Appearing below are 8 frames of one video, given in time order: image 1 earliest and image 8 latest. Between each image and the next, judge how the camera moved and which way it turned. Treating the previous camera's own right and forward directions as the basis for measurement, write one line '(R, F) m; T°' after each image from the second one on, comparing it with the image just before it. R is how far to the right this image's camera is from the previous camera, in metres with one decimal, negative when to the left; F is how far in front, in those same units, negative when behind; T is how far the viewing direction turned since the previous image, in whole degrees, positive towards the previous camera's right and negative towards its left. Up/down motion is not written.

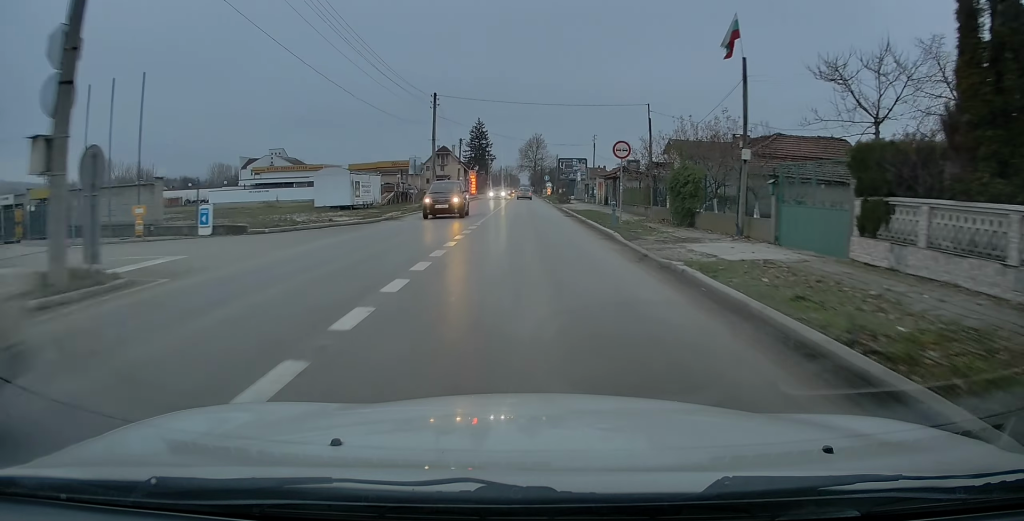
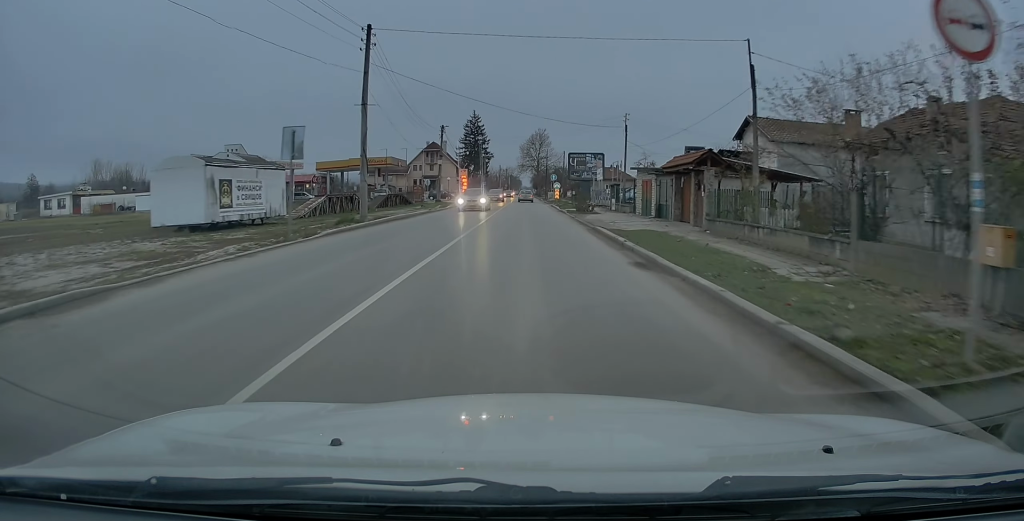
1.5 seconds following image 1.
(-0.1, +20.0) m; -1°
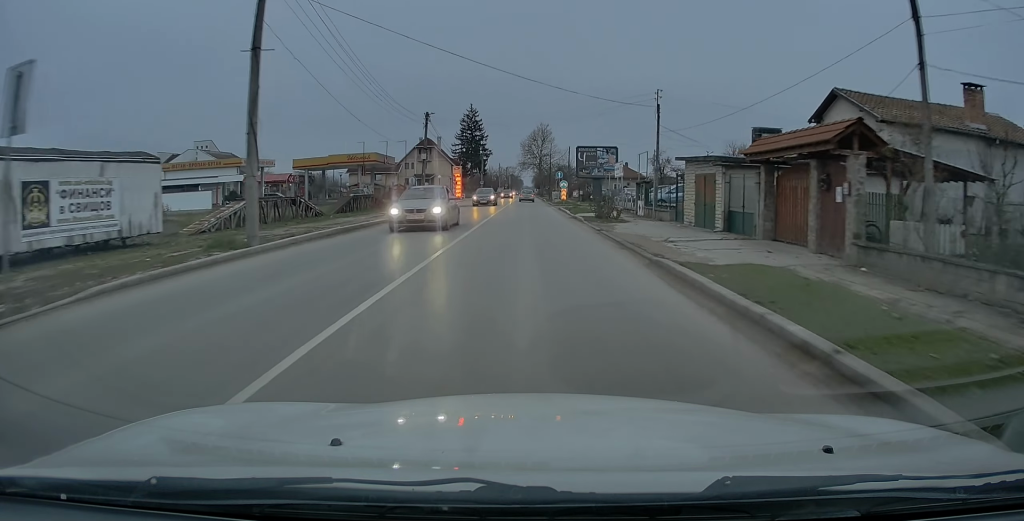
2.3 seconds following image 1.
(0.0, +10.8) m; 0°
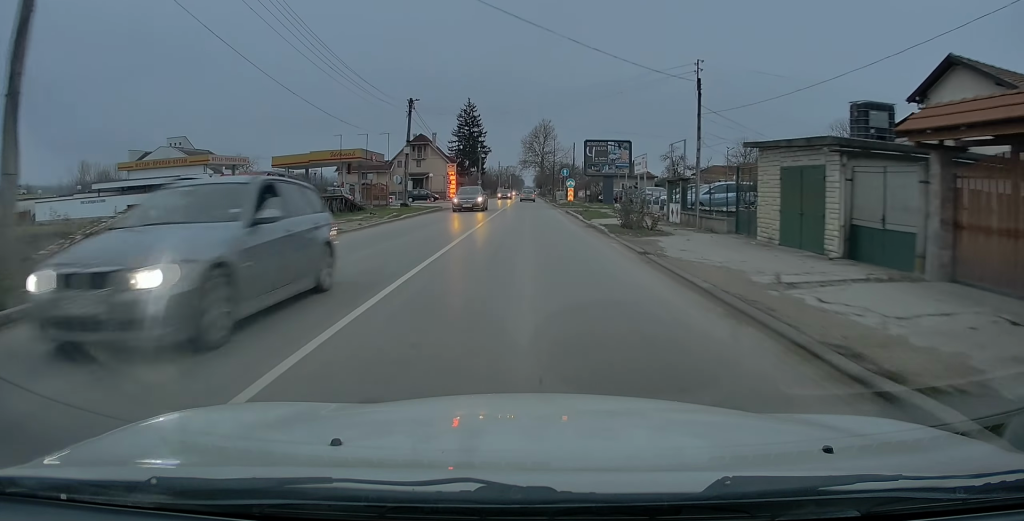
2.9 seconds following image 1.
(0.0, +8.1) m; 0°
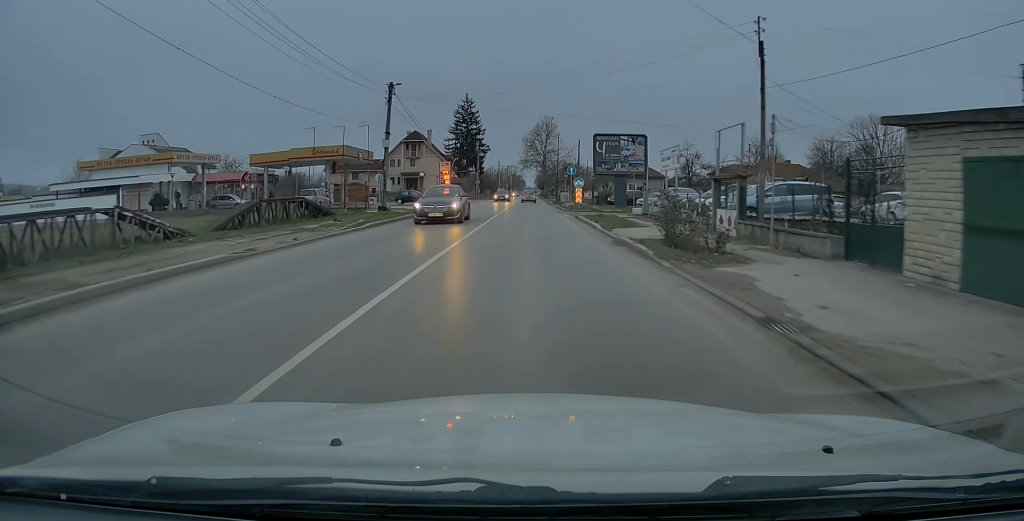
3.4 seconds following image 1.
(0.0, +7.2) m; 0°
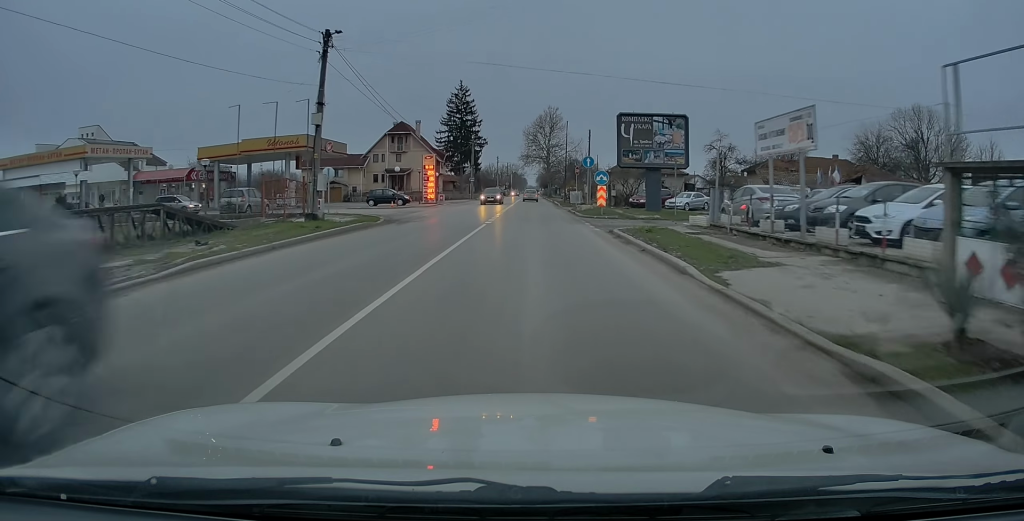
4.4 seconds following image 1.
(0.0, +13.1) m; 0°
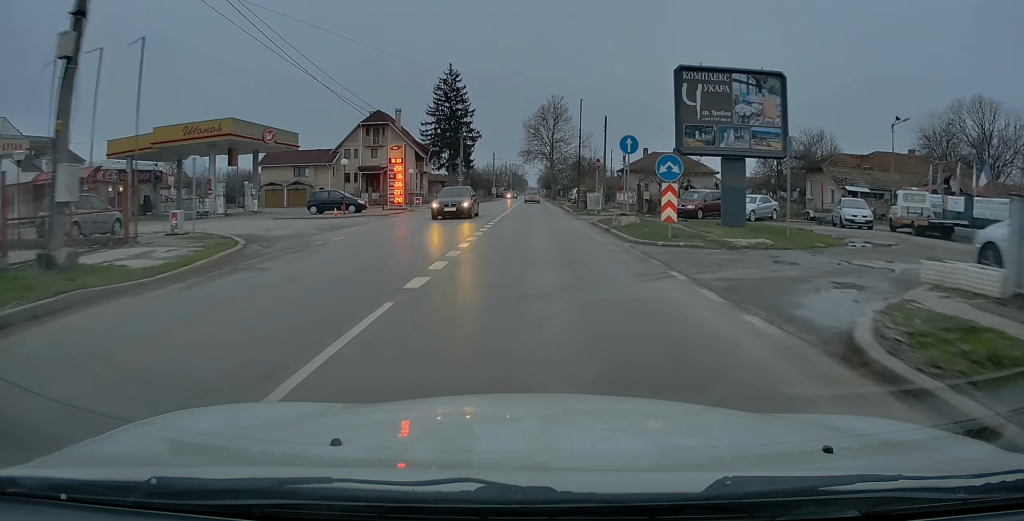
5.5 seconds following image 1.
(0.0, +15.4) m; 0°
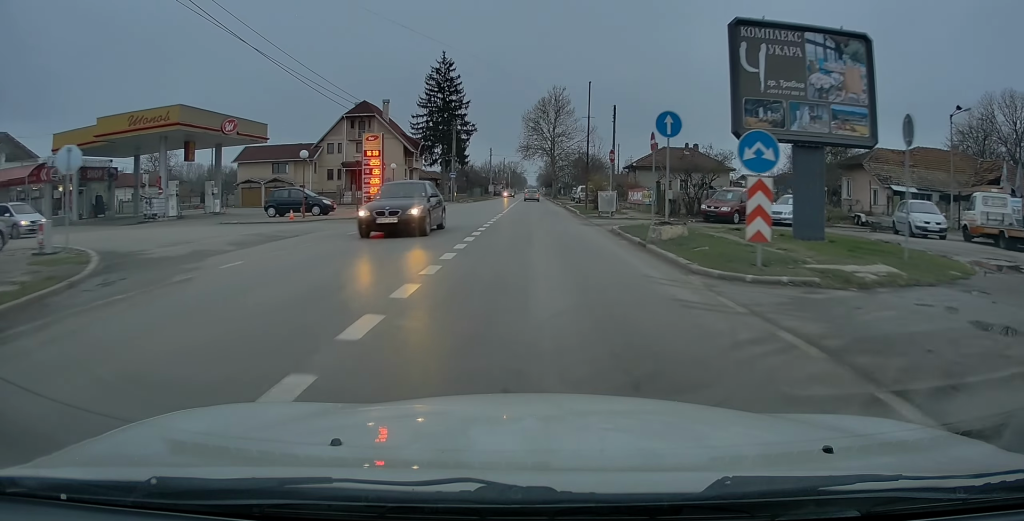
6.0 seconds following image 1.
(0.0, +6.8) m; 0°
